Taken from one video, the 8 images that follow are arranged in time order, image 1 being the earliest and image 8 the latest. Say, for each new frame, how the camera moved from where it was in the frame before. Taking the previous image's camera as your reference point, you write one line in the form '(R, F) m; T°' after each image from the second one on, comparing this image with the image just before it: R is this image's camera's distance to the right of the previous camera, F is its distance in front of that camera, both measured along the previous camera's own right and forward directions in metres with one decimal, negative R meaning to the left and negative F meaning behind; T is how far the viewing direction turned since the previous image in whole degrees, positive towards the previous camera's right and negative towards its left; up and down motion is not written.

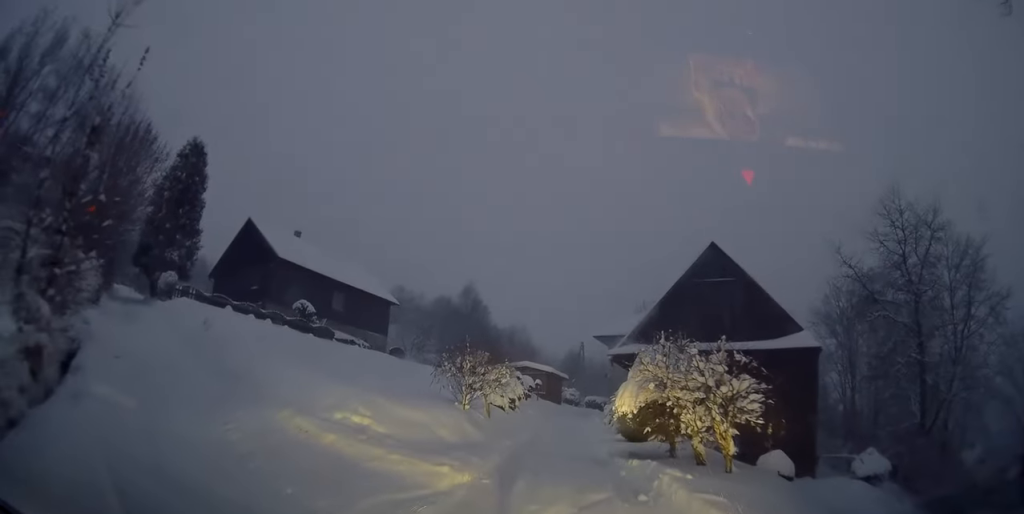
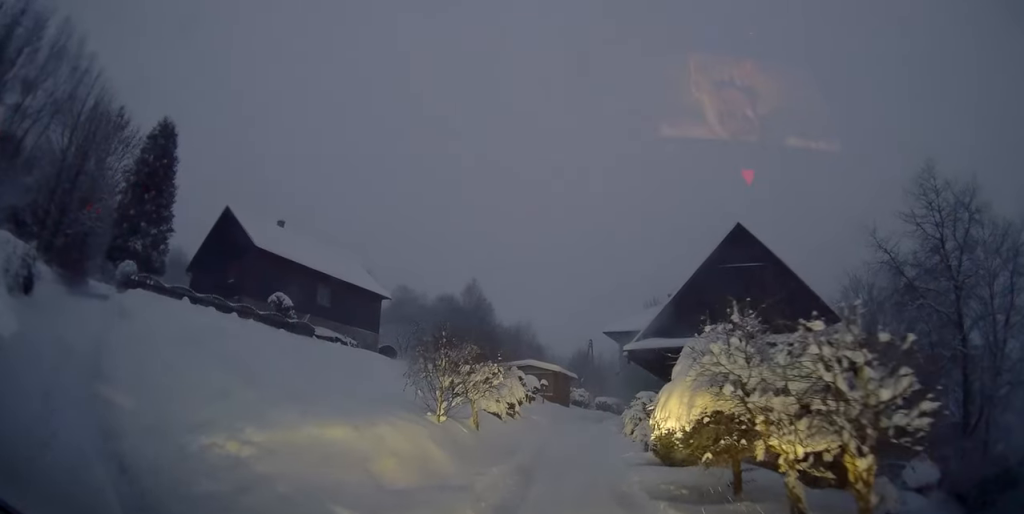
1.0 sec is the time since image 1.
(+0.3, +4.9) m; +8°
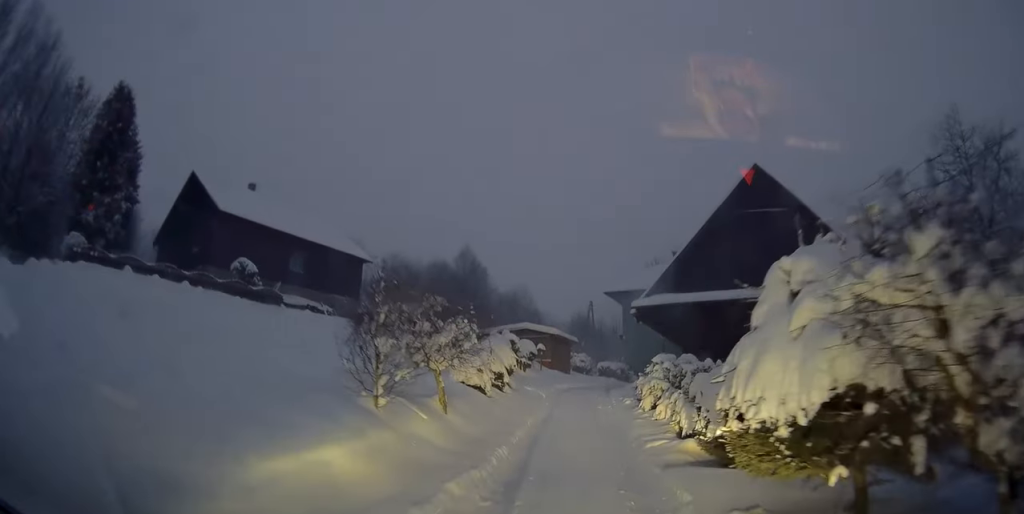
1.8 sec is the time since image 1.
(+0.3, +4.3) m; +1°
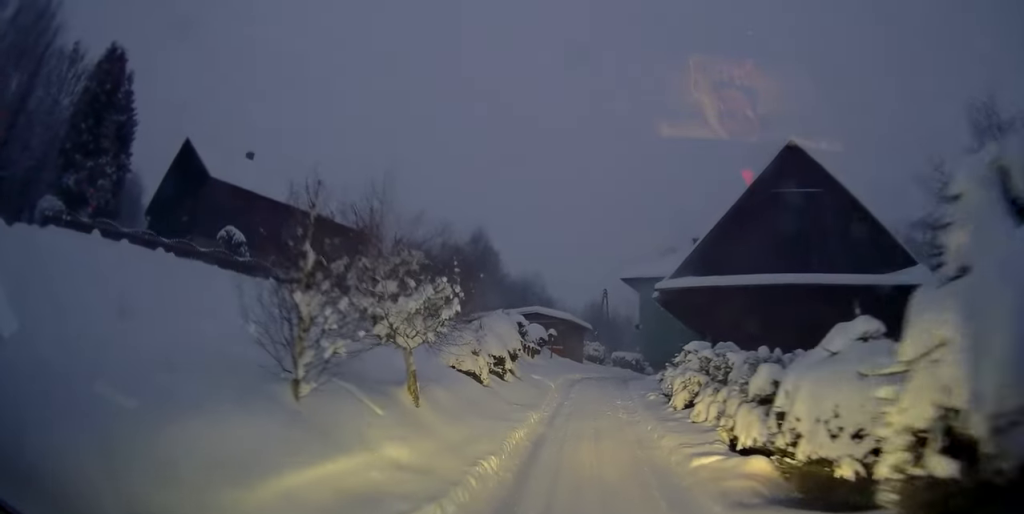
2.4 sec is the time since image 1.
(+0.1, +2.9) m; -1°
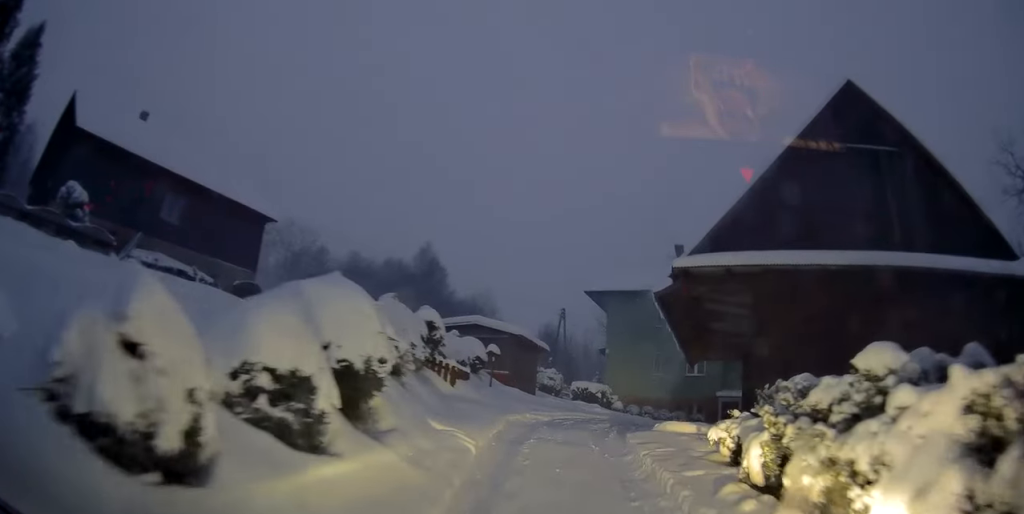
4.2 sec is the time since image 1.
(-0.2, +9.3) m; +1°
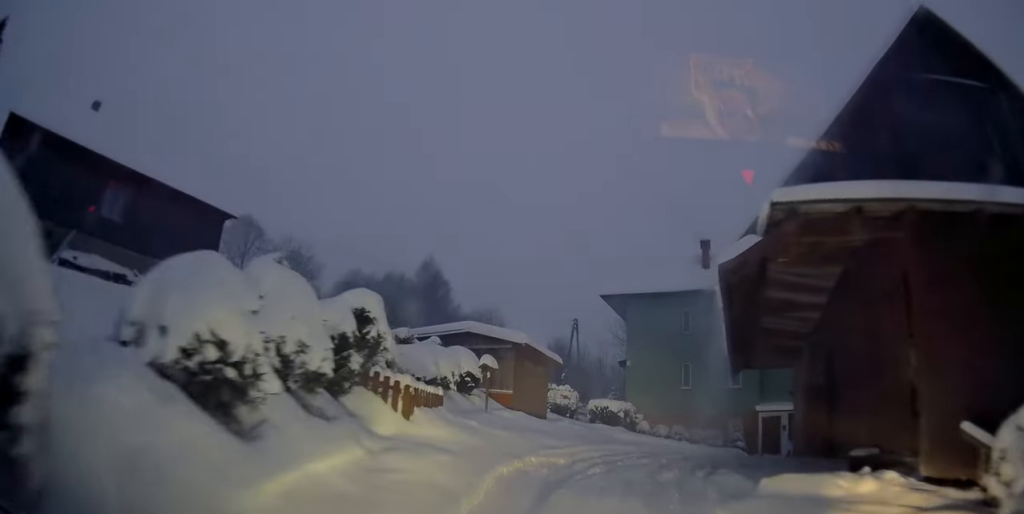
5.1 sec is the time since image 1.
(-0.3, +5.3) m; +4°
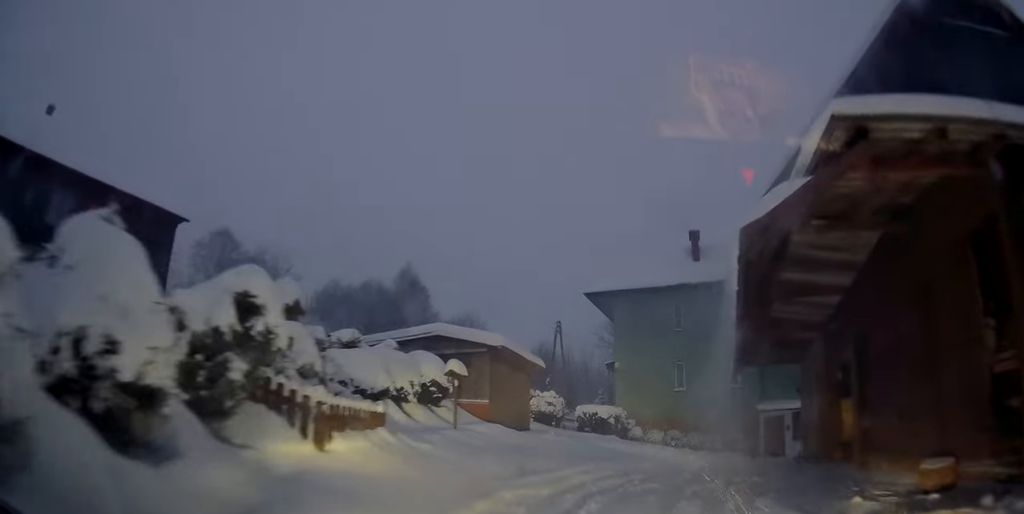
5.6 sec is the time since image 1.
(+0.2, +2.3) m; +3°
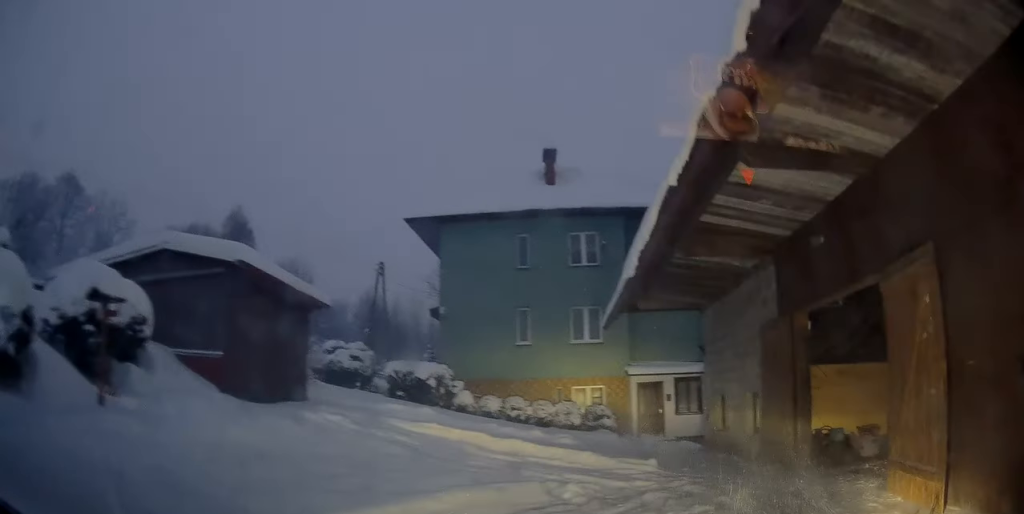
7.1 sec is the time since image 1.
(+0.6, +7.4) m; +11°
